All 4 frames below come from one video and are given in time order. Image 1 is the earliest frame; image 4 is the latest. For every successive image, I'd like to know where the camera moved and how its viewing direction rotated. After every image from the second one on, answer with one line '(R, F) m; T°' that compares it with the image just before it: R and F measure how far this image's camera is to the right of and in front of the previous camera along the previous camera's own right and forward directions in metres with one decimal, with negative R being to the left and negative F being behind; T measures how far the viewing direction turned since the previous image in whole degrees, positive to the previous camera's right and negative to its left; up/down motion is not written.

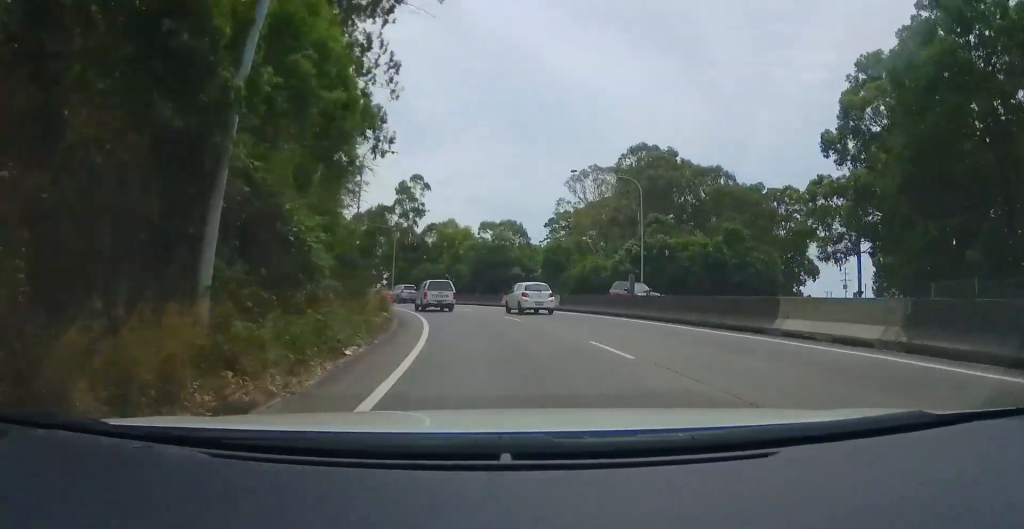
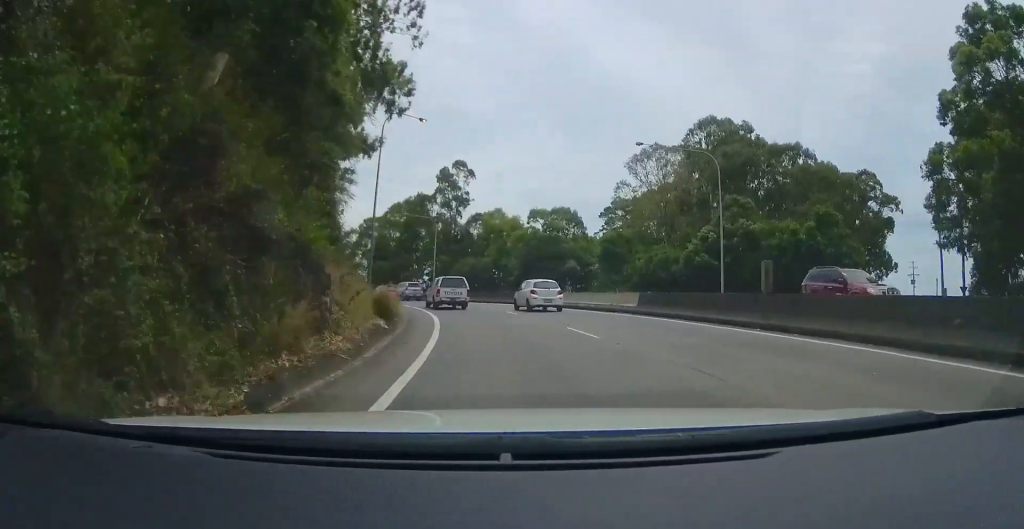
(0.0, +8.4) m; -5°
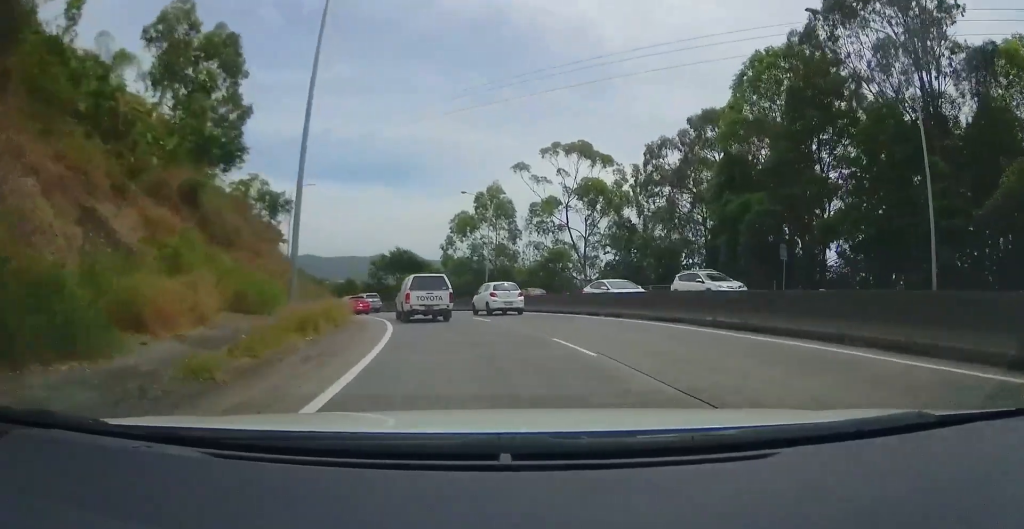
(-18.5, +57.9) m; -36°
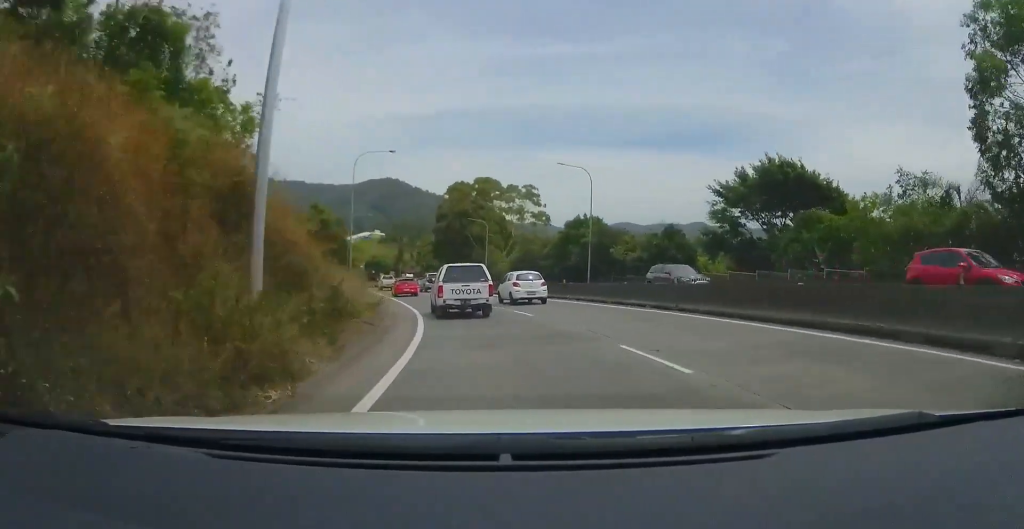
(-14.3, +47.6) m; -31°
